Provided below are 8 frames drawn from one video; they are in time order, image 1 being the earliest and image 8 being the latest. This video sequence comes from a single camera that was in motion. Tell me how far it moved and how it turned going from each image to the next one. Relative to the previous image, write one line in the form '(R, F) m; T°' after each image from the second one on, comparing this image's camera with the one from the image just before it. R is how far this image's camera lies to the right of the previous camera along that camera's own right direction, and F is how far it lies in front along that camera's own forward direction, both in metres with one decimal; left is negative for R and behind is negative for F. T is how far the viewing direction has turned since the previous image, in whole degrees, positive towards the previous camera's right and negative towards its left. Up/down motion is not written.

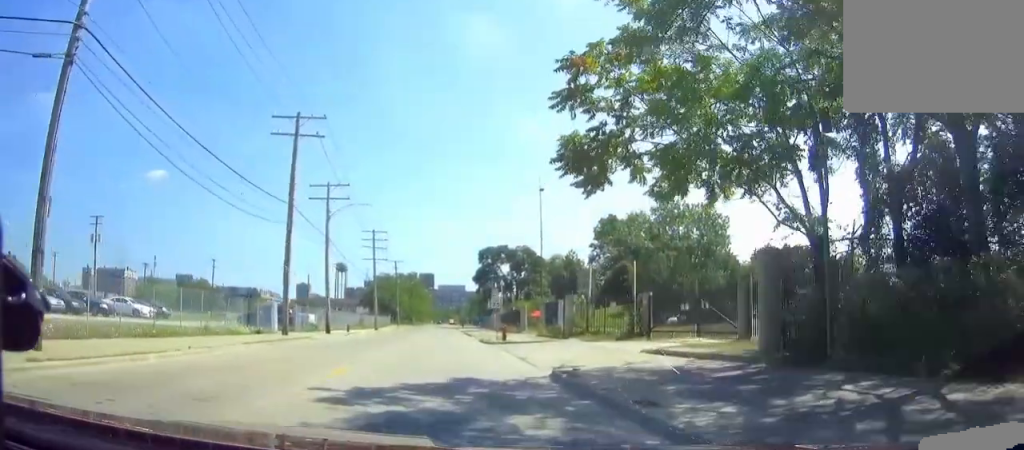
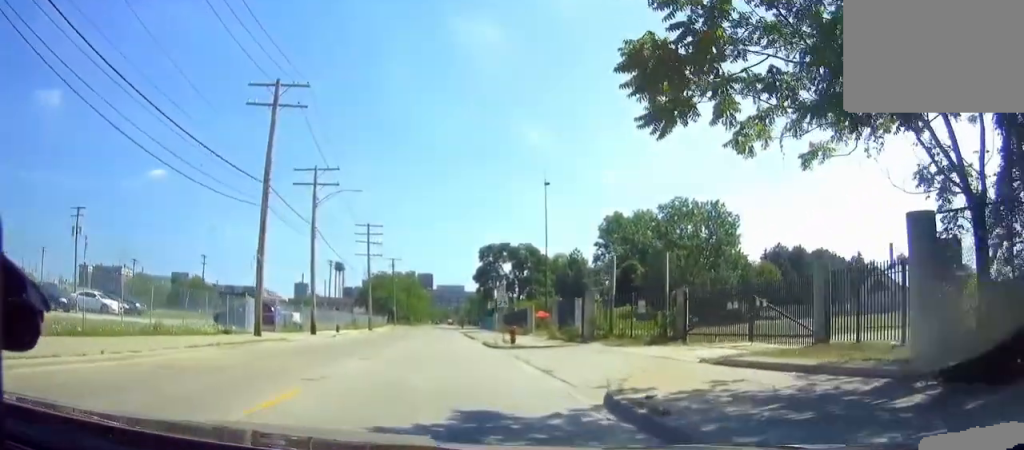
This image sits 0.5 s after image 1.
(0.0, +5.1) m; 0°
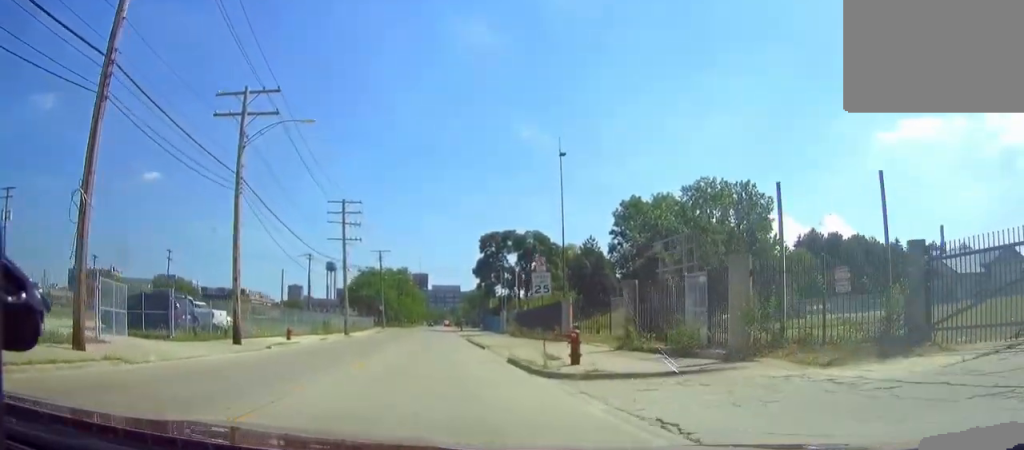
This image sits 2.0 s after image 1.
(0.0, +15.4) m; 0°
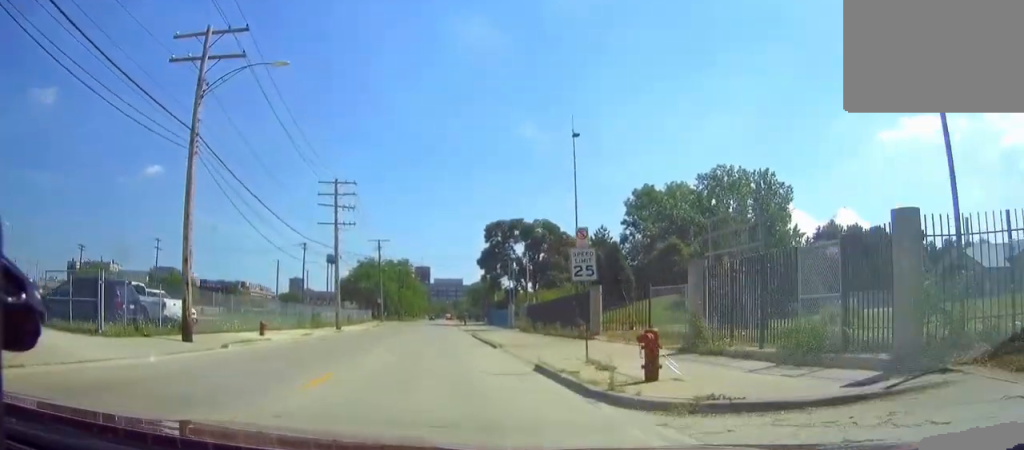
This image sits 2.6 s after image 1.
(0.0, +5.8) m; +1°
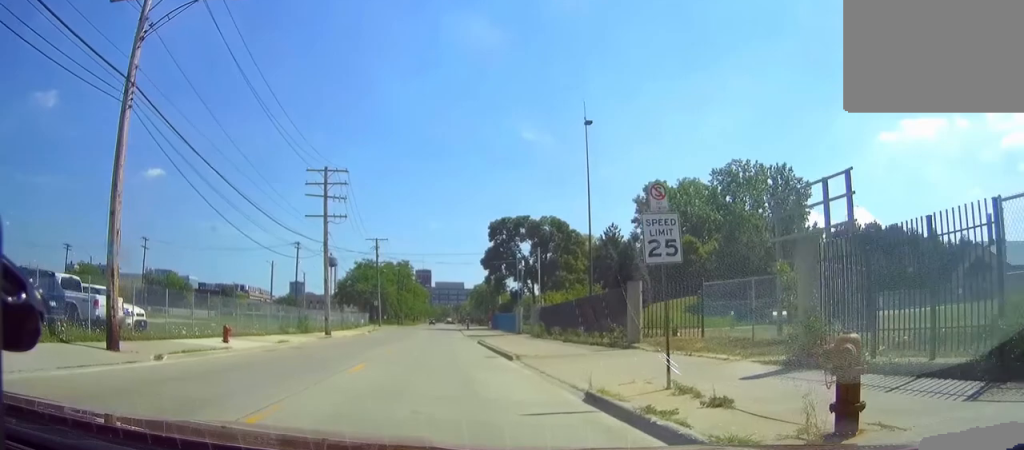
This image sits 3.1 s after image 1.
(-0.1, +5.6) m; +1°
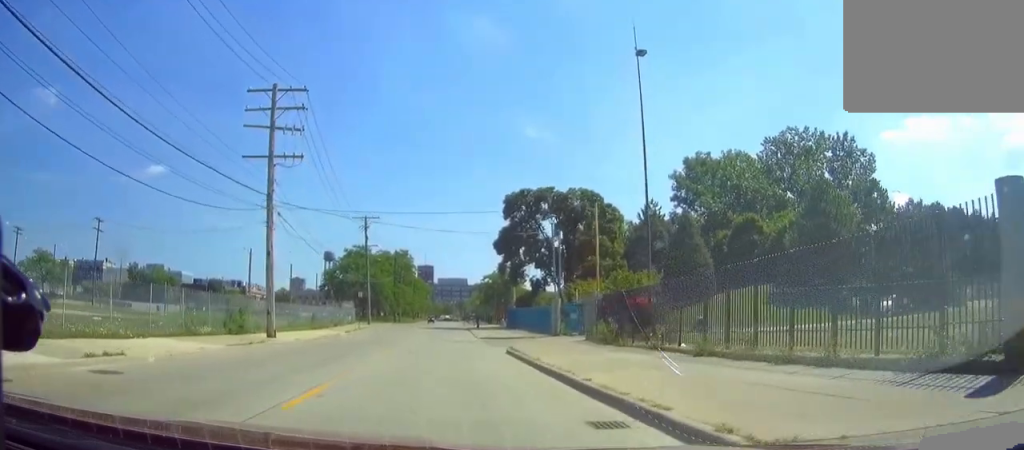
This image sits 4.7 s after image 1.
(+0.4, +16.6) m; +1°
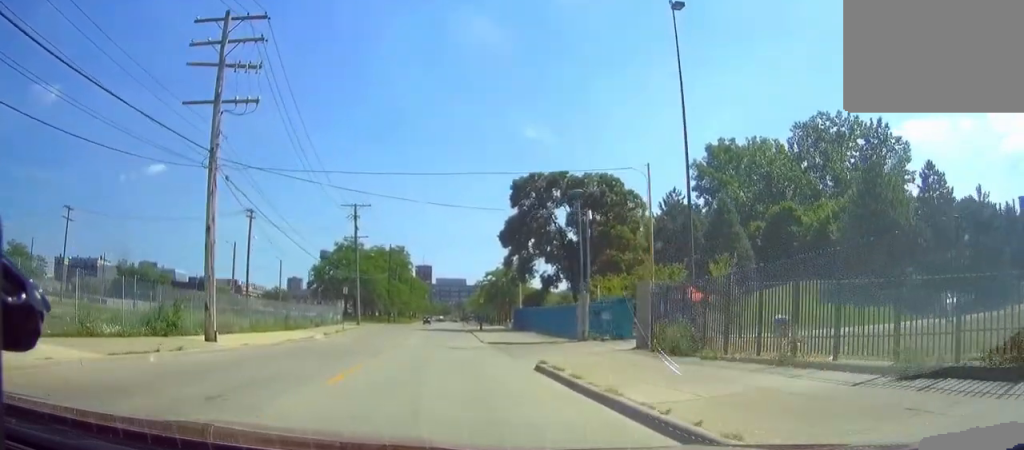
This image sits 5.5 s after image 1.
(-0.1, +7.9) m; -1°
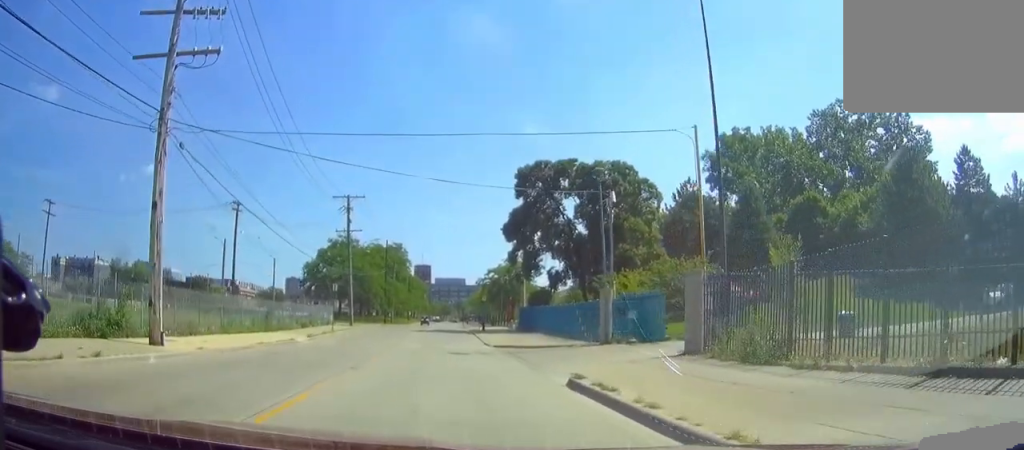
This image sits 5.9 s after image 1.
(-0.1, +4.7) m; -1°
